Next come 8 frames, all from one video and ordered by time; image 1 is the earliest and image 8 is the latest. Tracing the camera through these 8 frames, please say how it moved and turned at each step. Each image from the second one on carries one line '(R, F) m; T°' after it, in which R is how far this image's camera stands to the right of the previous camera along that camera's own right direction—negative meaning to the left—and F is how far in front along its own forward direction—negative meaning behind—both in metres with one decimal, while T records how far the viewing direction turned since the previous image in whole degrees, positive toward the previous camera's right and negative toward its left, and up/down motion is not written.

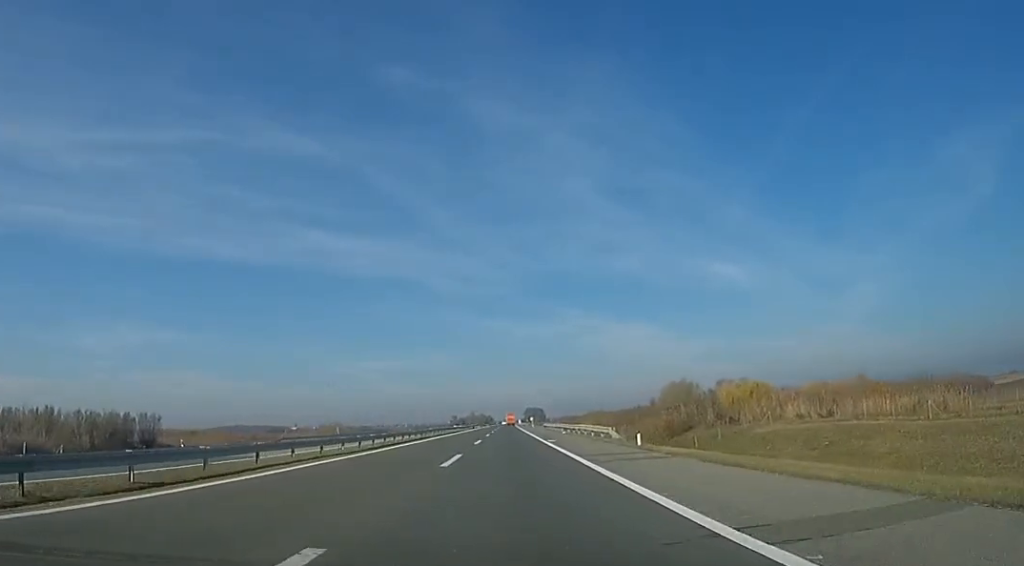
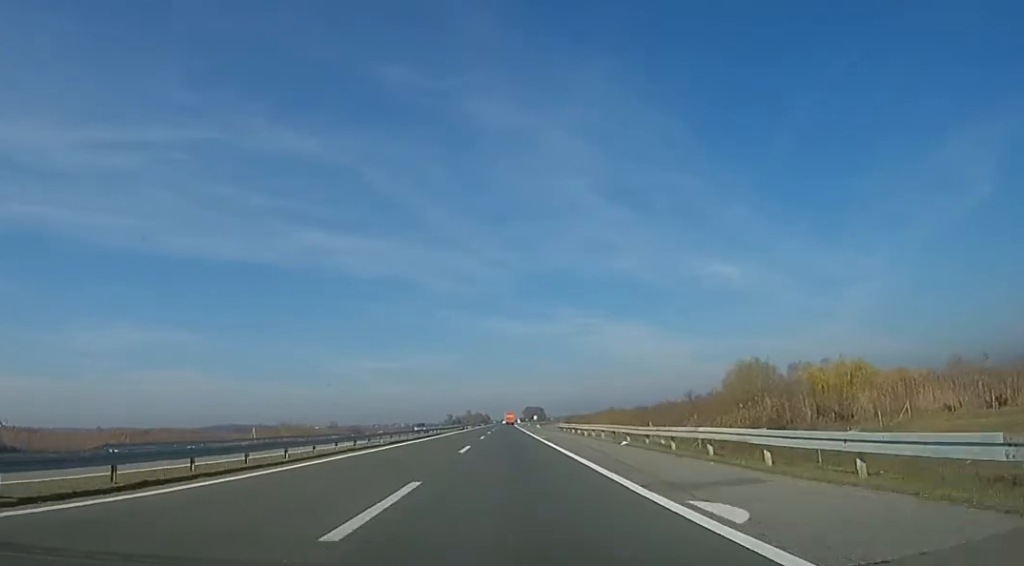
(+0.1, +28.7) m; 0°
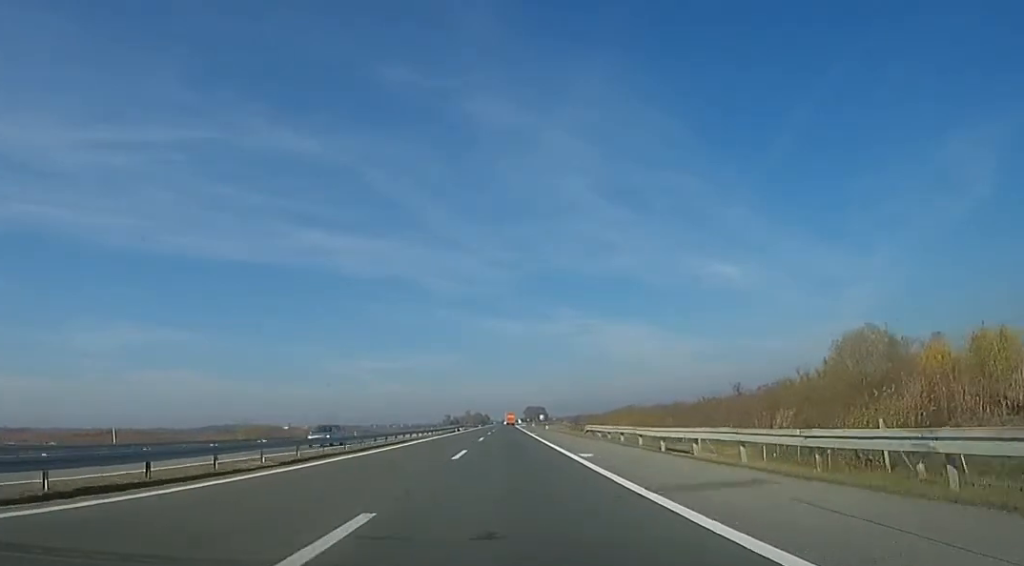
(+0.1, +22.4) m; -1°
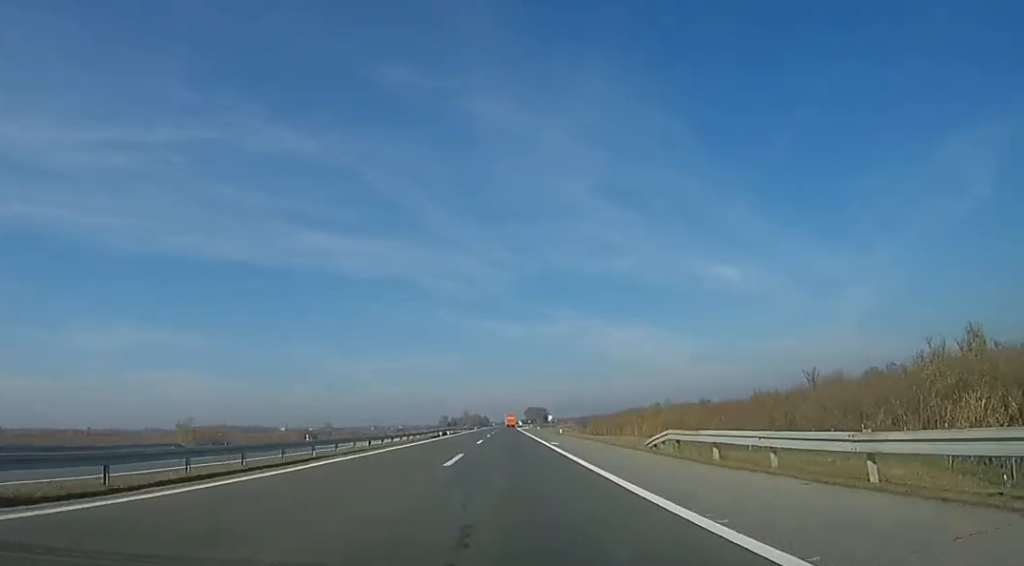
(+0.3, +21.8) m; -2°
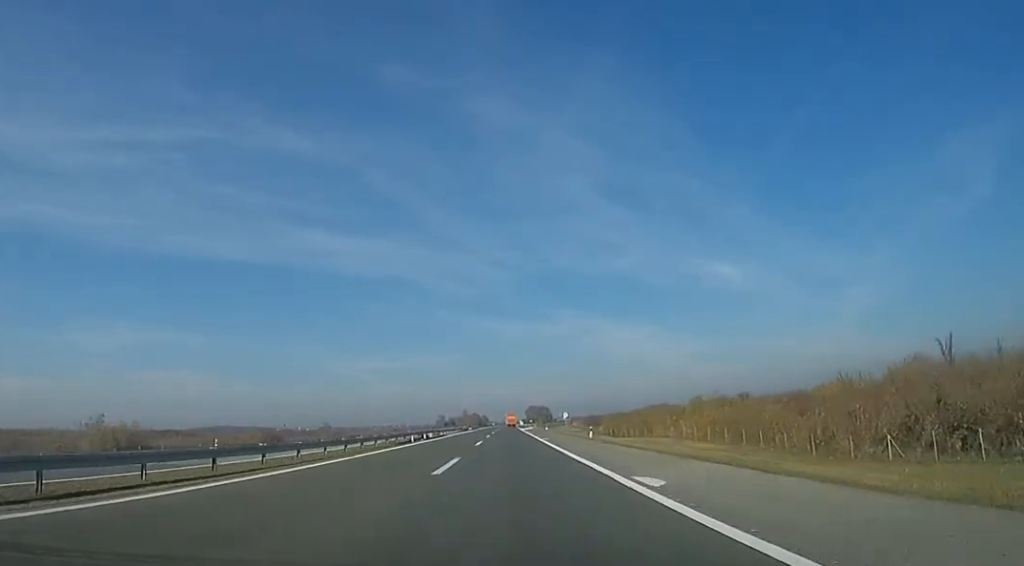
(-1.0, +22.2) m; 0°
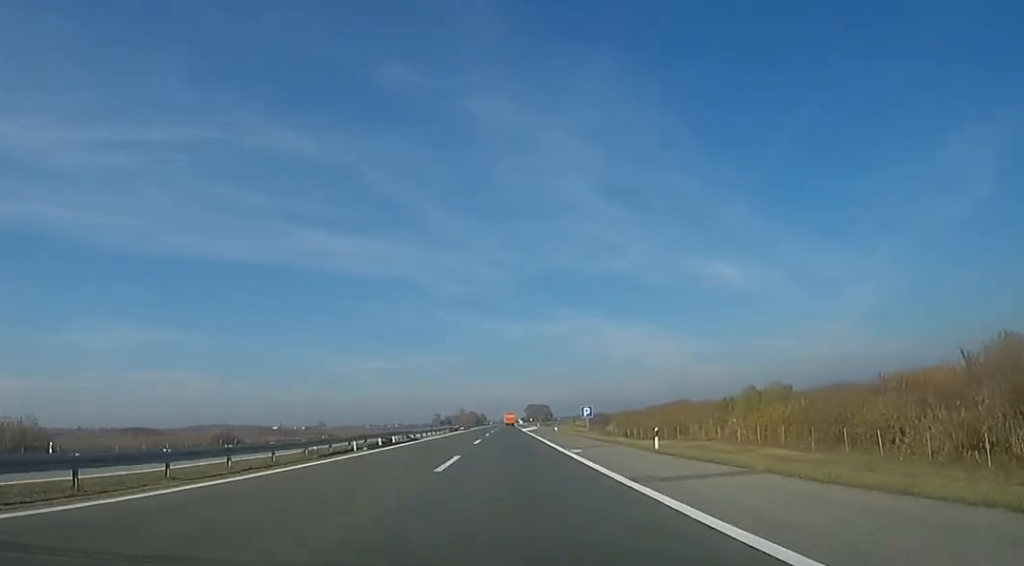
(+0.1, +18.6) m; +1°
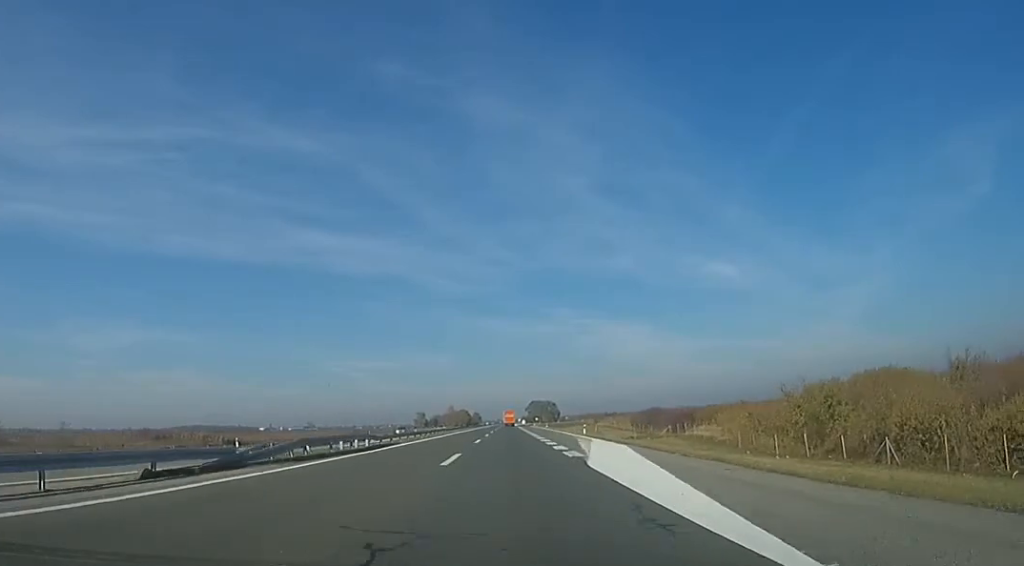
(+2.2, +72.7) m; +2°
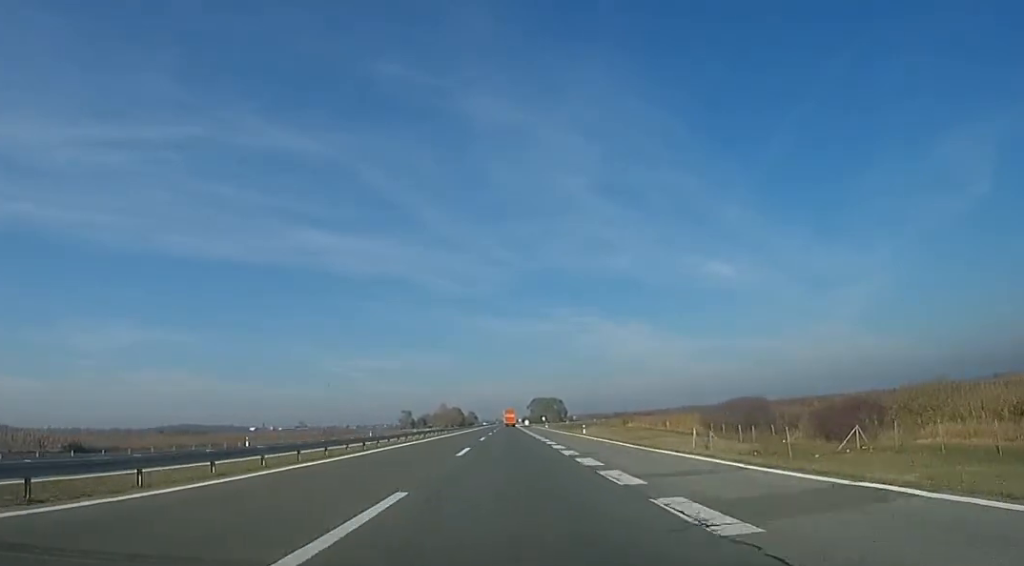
(-0.2, +49.1) m; -1°
